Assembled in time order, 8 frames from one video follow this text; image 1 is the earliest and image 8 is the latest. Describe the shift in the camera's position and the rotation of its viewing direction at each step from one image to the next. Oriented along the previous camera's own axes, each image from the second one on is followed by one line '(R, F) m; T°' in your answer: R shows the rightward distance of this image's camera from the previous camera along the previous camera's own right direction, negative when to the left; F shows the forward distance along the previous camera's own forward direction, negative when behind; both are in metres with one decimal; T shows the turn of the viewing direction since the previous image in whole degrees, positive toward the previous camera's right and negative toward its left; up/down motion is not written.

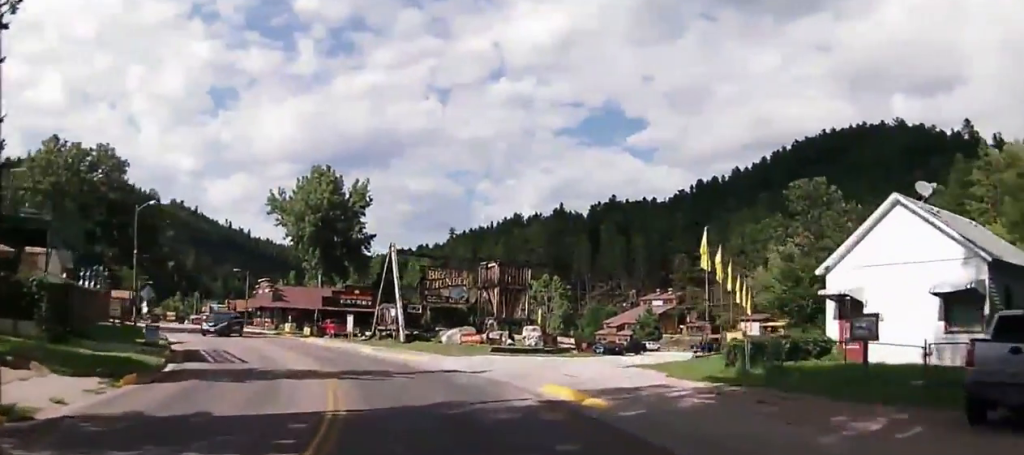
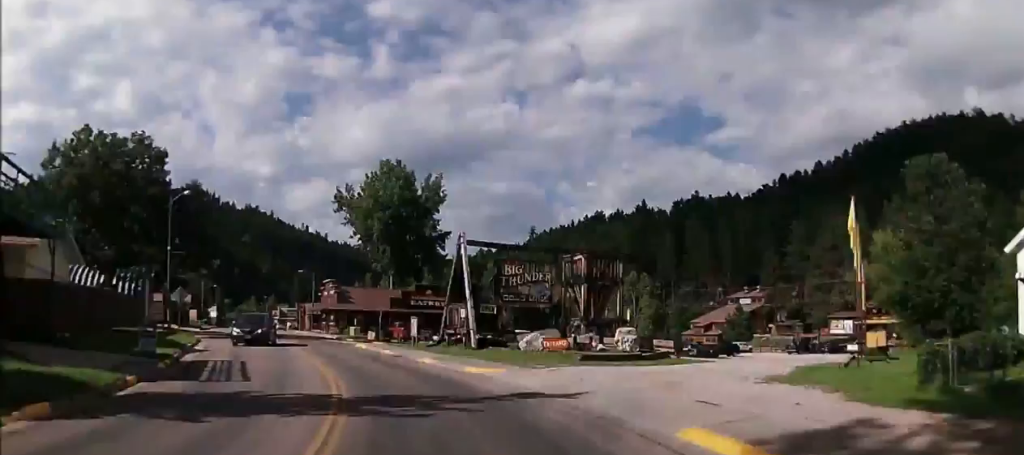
(-0.2, +6.4) m; -4°
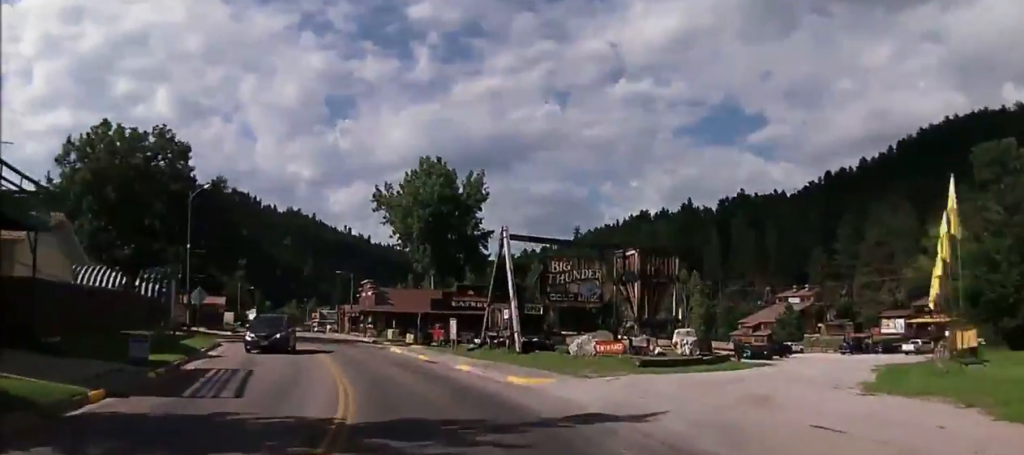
(-0.1, +3.3) m; -2°
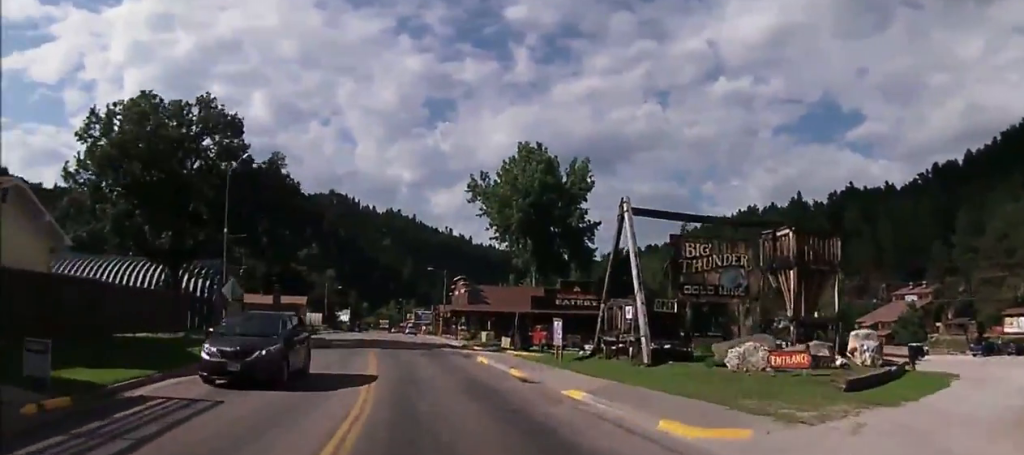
(-0.5, +8.7) m; -10°
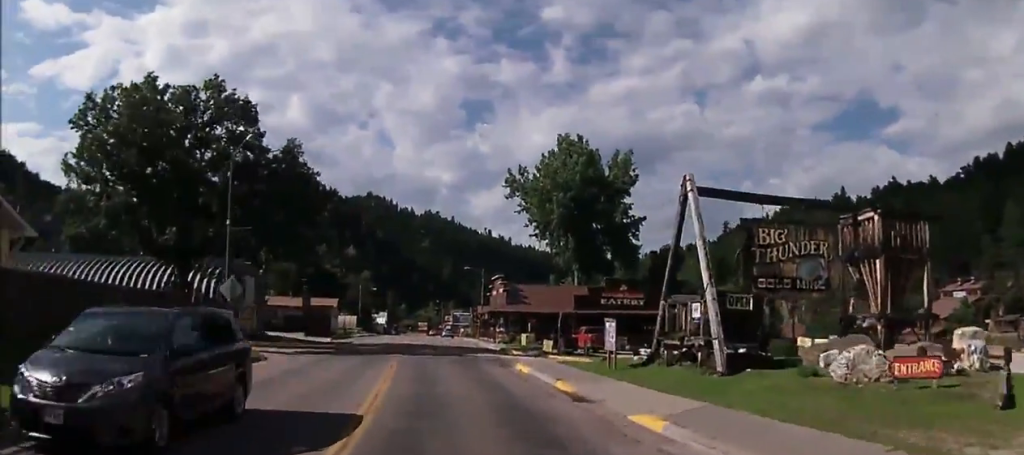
(-0.1, +4.3) m; -6°
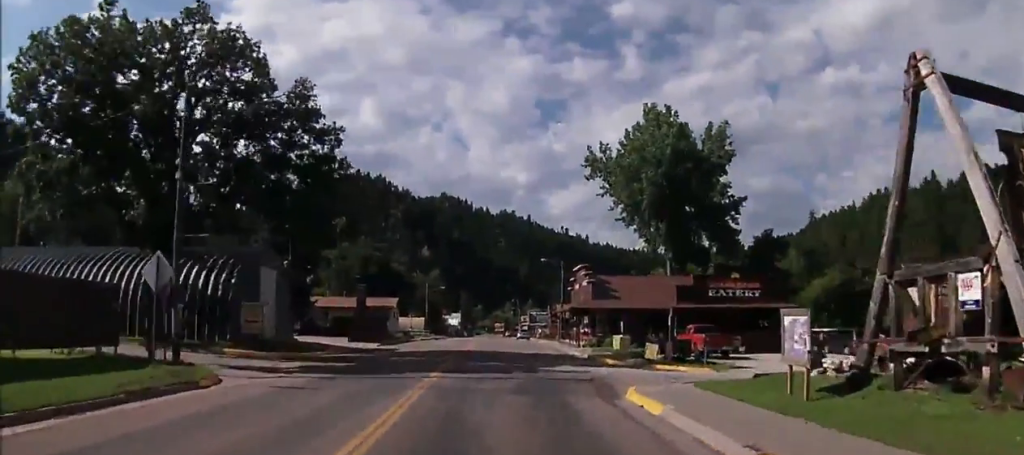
(-1.3, +10.9) m; -7°
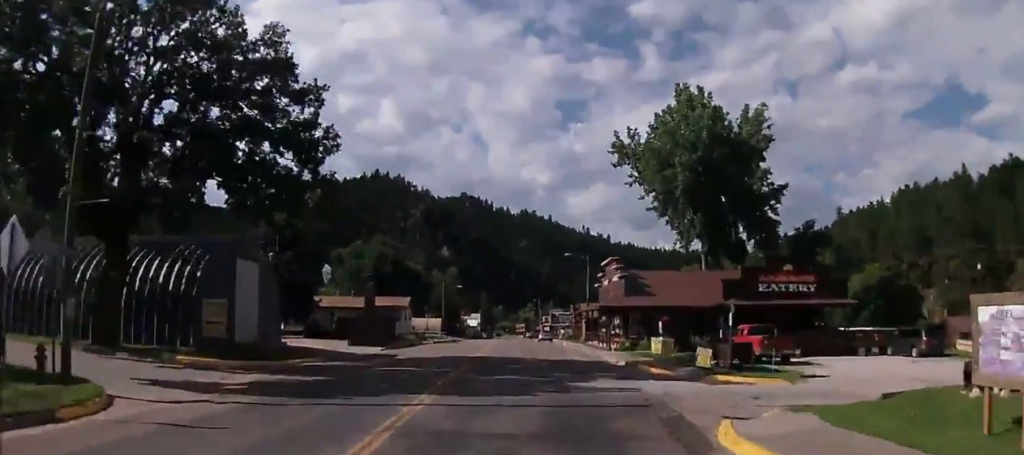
(0.0, +6.3) m; 0°
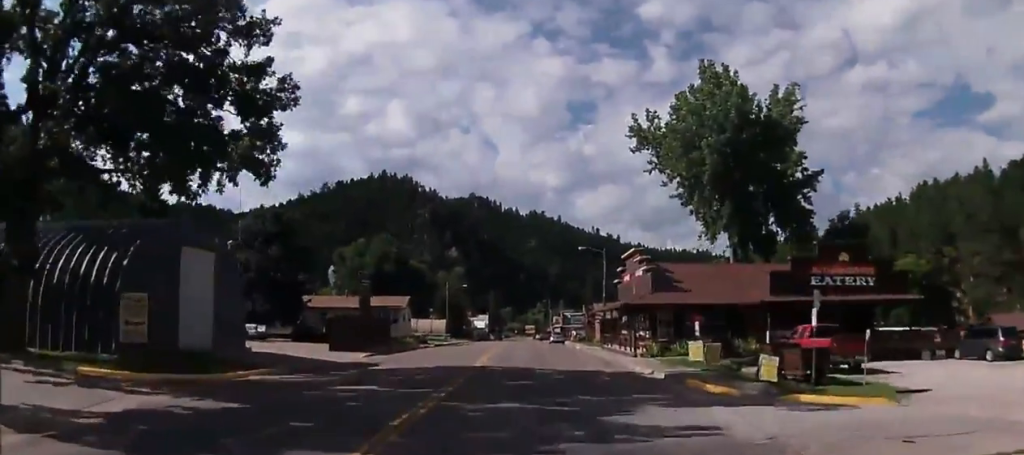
(+0.1, +6.8) m; +1°
